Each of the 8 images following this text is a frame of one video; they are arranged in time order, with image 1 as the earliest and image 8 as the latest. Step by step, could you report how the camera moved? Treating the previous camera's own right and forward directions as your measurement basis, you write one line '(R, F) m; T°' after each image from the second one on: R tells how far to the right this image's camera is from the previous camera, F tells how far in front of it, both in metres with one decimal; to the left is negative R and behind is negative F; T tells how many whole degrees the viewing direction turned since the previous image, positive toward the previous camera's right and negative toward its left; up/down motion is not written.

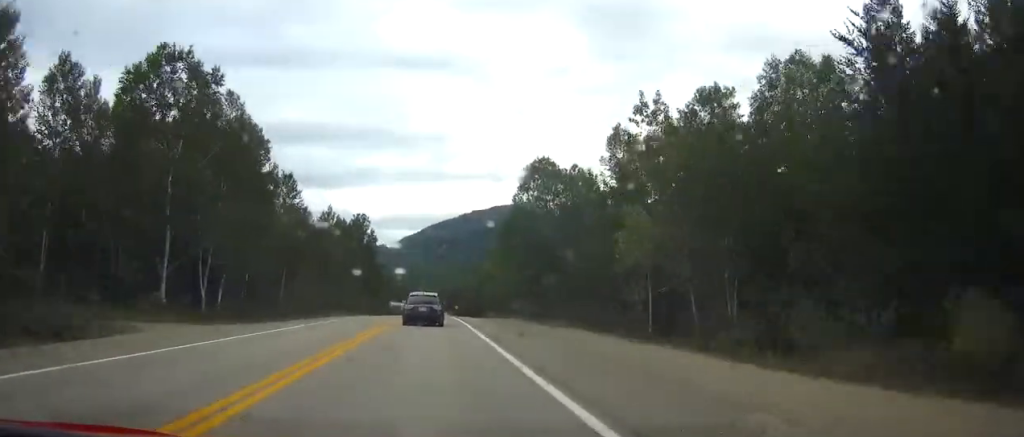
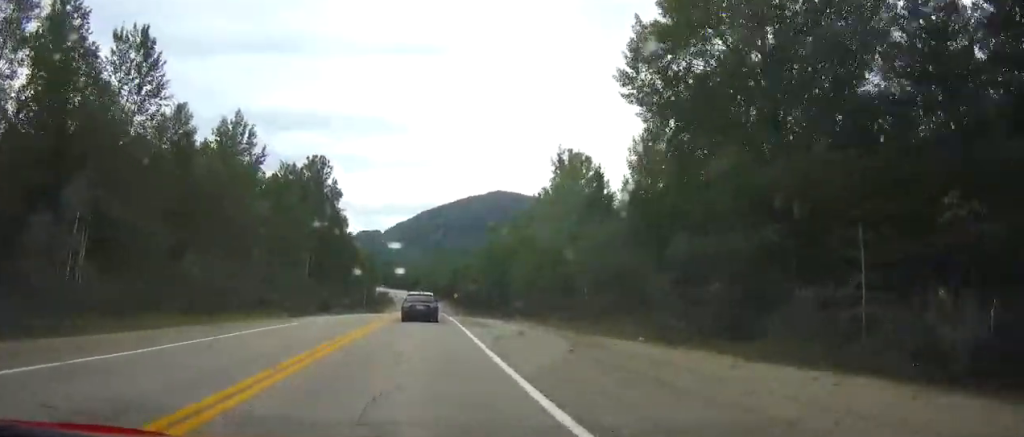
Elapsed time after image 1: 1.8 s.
(+0.2, +46.8) m; 0°
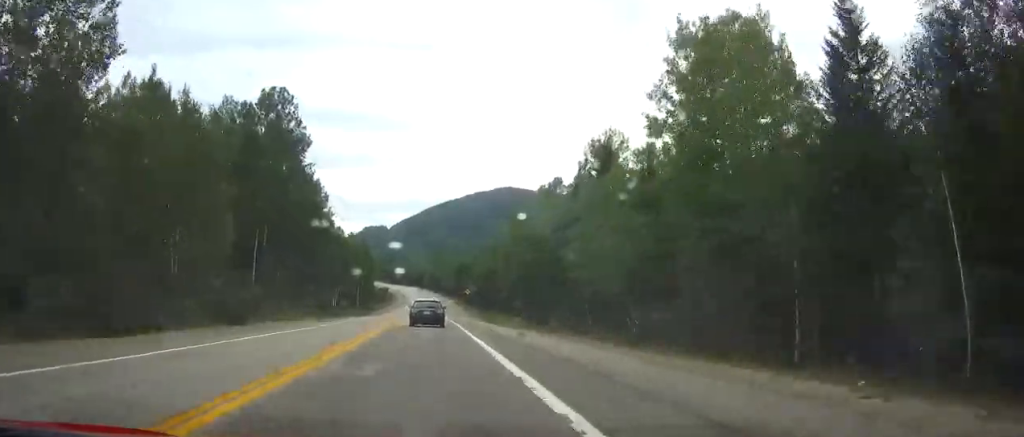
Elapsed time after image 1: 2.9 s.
(0.0, +29.2) m; 0°
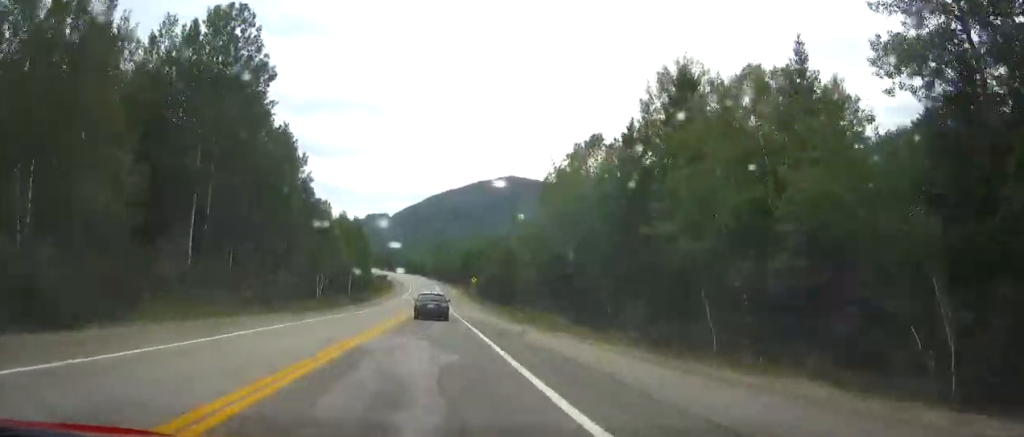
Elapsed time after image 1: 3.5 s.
(0.0, +17.0) m; 0°
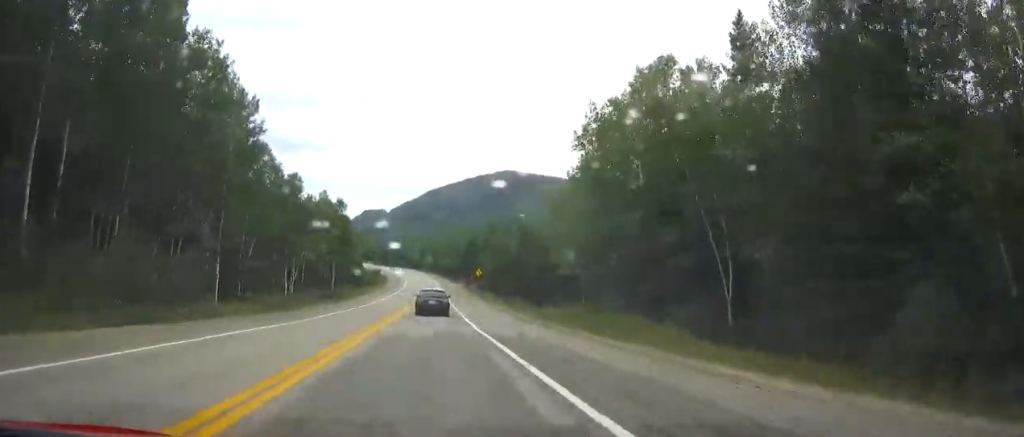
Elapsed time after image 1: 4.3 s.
(0.0, +19.9) m; 0°
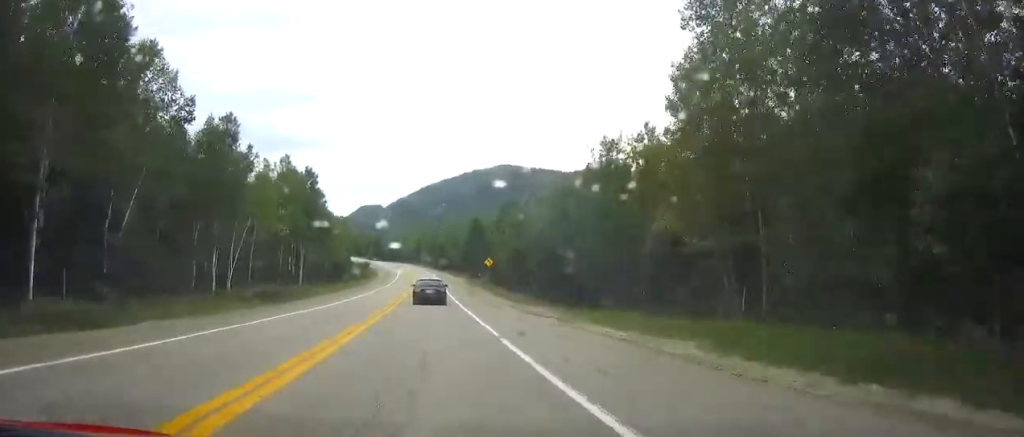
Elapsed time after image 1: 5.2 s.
(0.0, +25.5) m; 0°
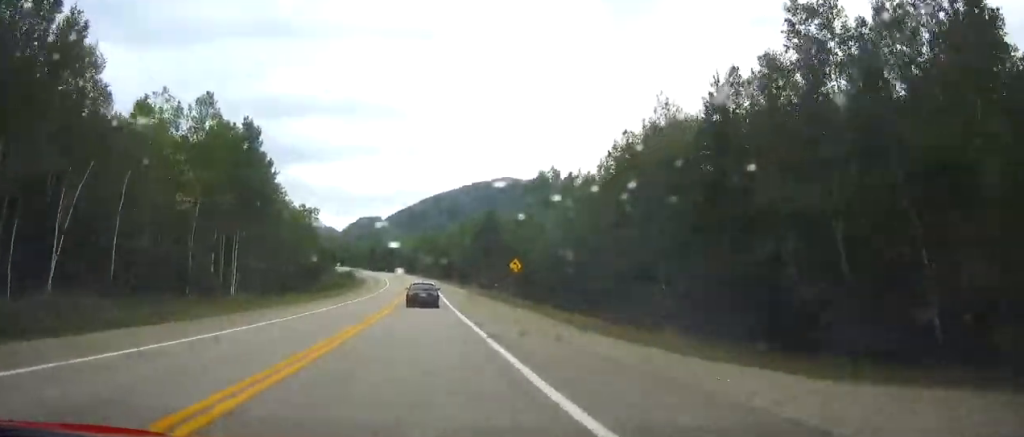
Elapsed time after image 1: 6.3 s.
(0.0, +30.2) m; 0°
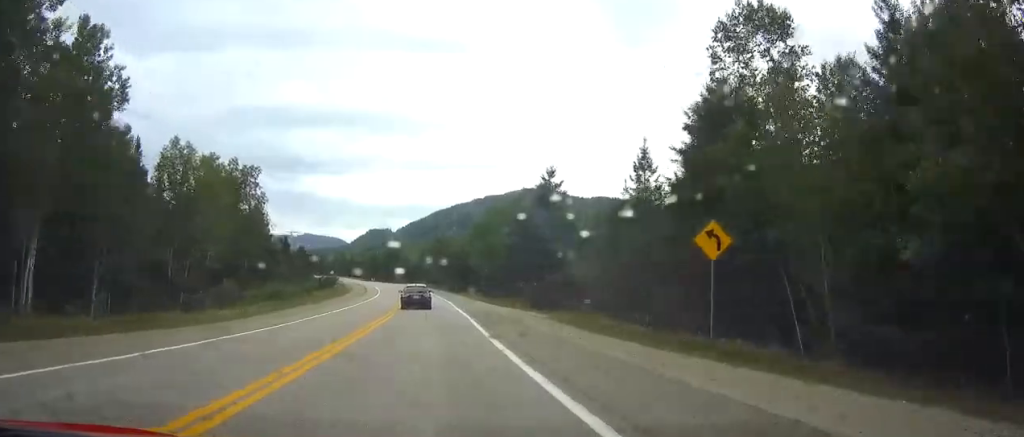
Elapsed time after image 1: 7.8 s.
(-0.3, +42.1) m; -1°
